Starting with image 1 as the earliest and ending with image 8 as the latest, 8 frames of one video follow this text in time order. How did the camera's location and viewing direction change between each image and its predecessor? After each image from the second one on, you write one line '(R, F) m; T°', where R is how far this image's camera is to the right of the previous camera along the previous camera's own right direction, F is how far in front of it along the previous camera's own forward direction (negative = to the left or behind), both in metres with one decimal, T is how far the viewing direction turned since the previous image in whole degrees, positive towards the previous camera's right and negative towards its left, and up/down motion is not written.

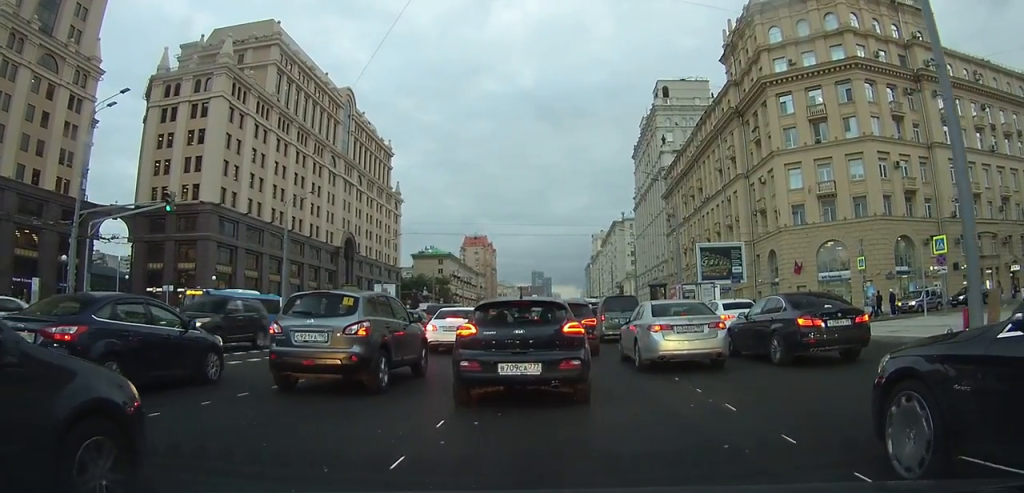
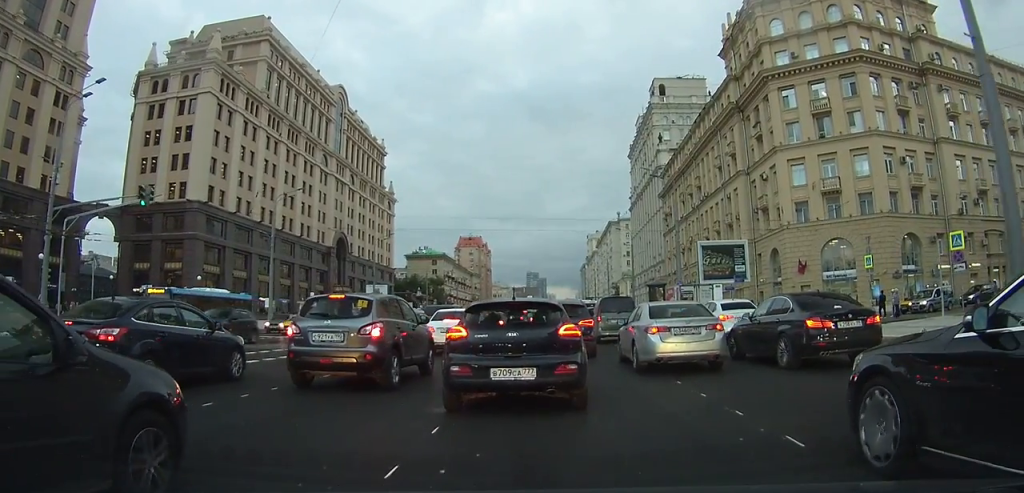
(0.0, +2.1) m; 0°
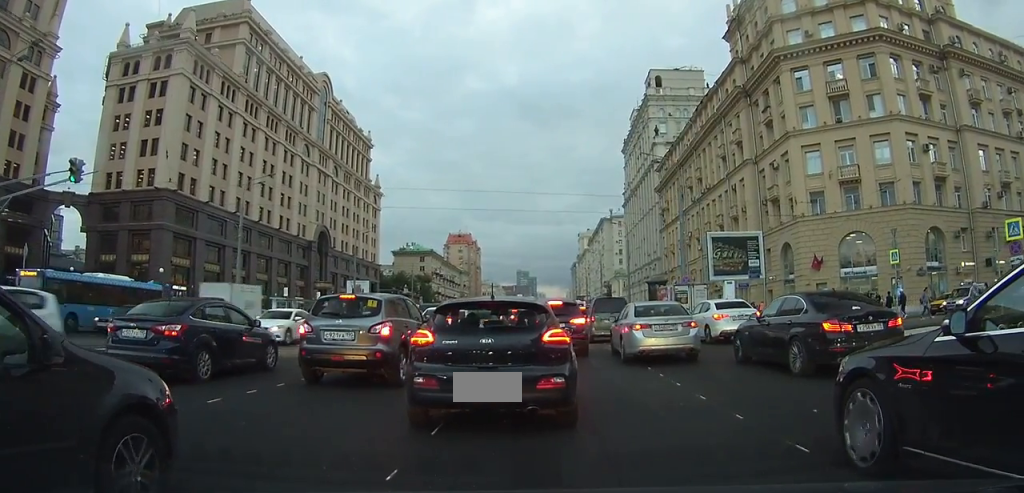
(-0.1, +5.7) m; +1°
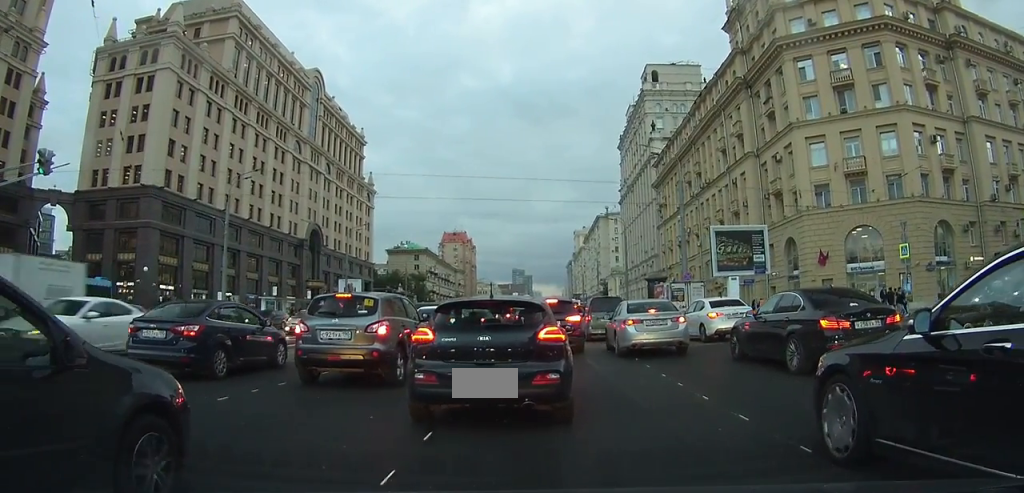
(+0.1, +2.3) m; +1°
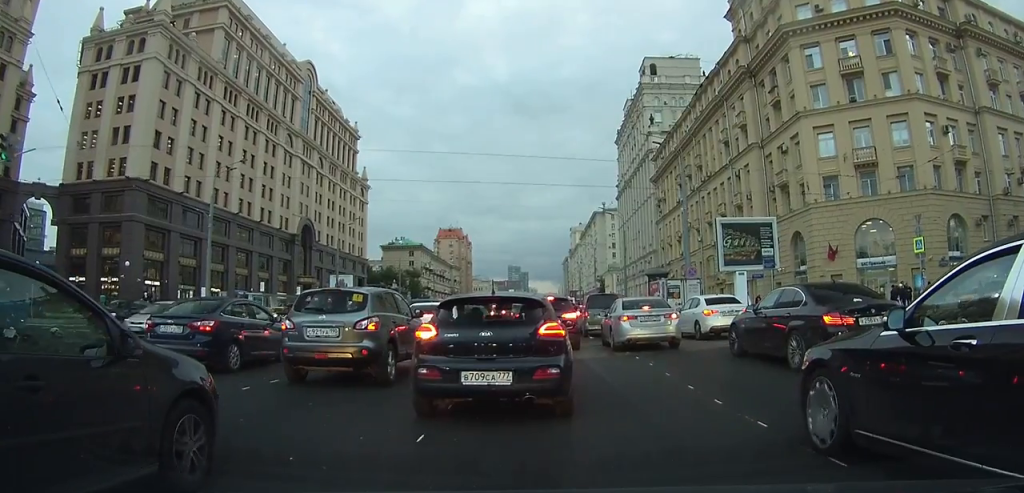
(-0.1, +2.6) m; -2°
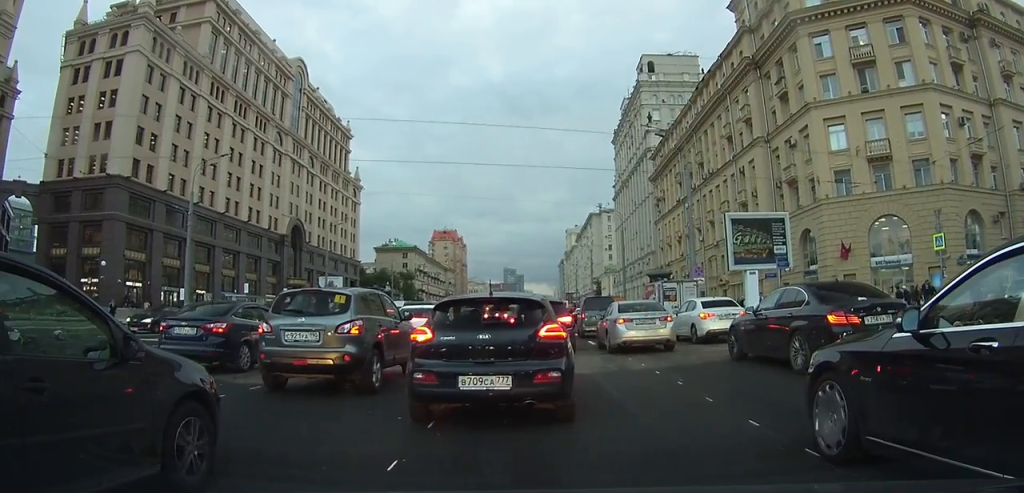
(0.0, +3.0) m; +2°
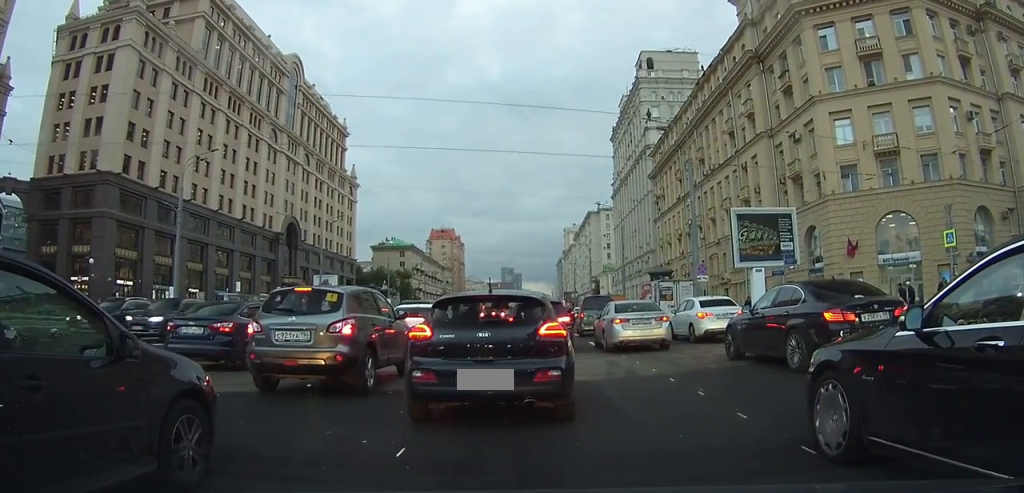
(+0.1, +1.5) m; -1°
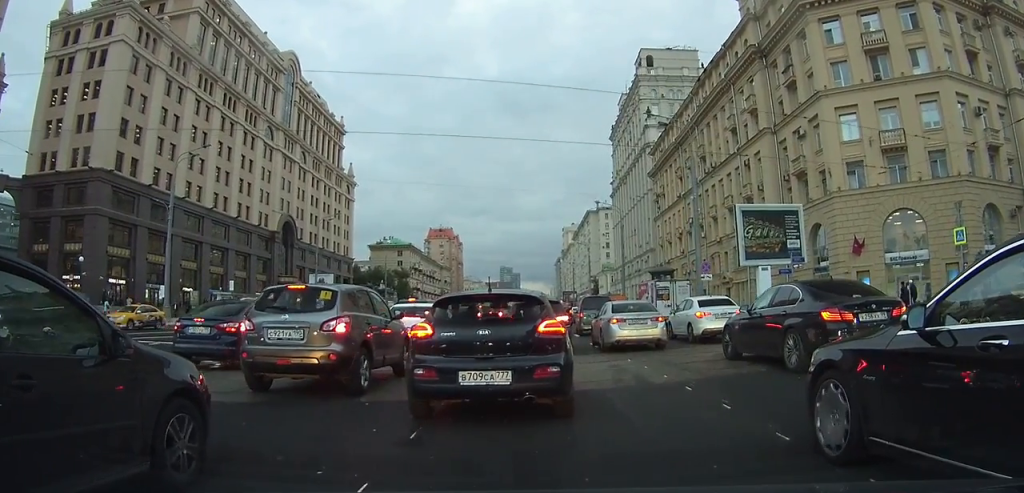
(-0.1, +1.3) m; -2°
